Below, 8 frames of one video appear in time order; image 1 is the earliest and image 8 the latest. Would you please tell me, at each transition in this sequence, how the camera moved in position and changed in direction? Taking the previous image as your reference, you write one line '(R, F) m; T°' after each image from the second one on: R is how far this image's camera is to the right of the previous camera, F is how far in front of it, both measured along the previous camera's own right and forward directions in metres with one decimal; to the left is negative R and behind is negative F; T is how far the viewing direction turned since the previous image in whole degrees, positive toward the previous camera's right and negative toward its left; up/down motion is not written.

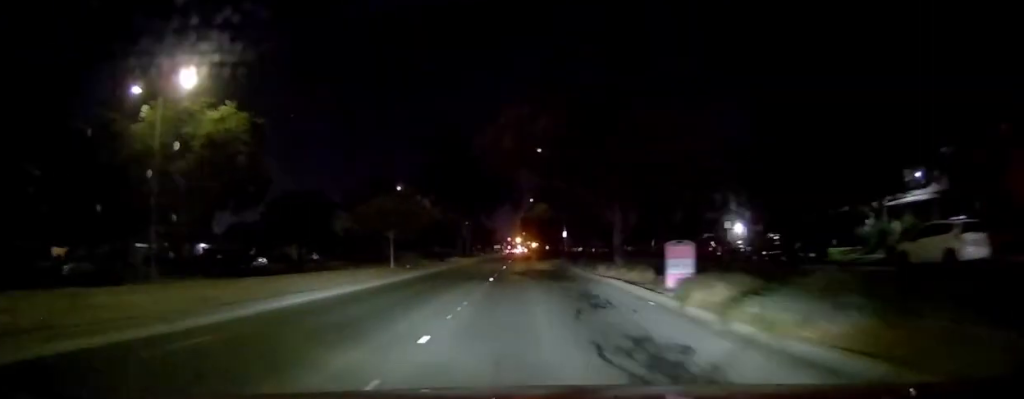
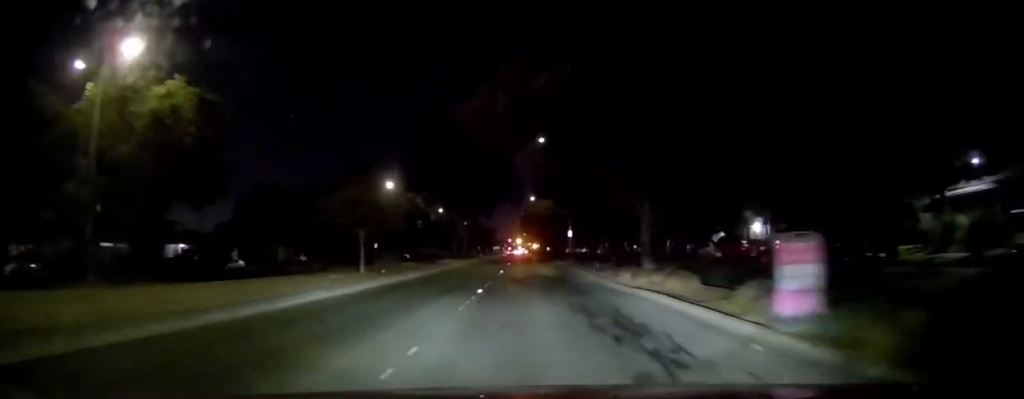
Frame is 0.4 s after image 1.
(+0.1, +5.9) m; -1°
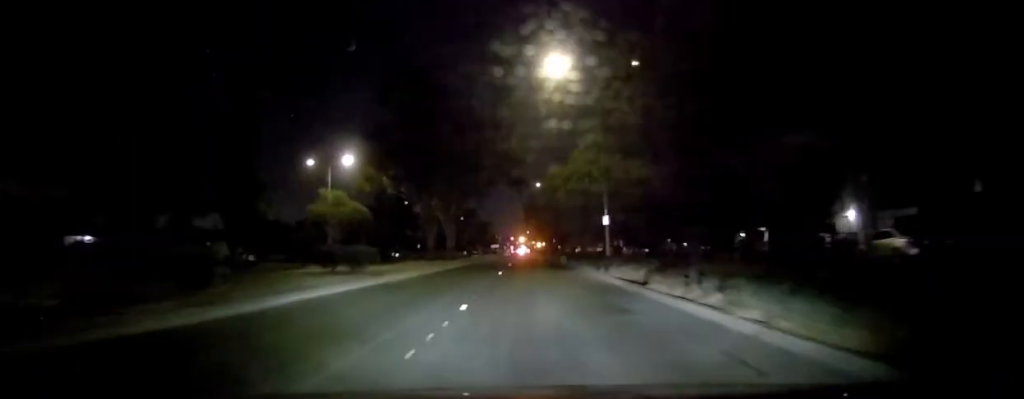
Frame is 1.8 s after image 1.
(-0.6, +20.9) m; -1°
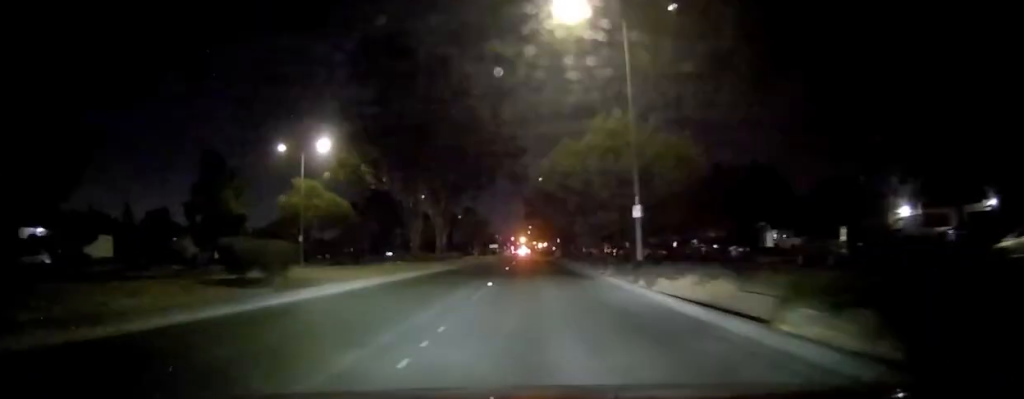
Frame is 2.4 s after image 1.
(+0.2, +8.2) m; +1°
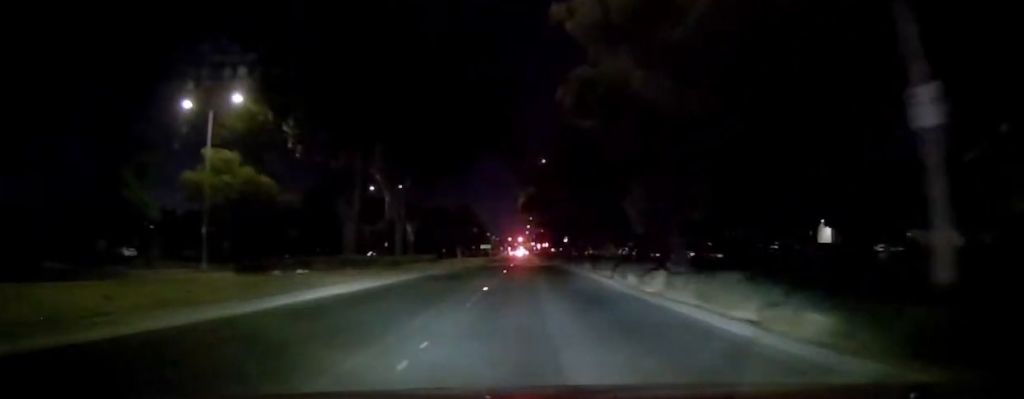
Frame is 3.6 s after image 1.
(+0.3, +17.8) m; +1°
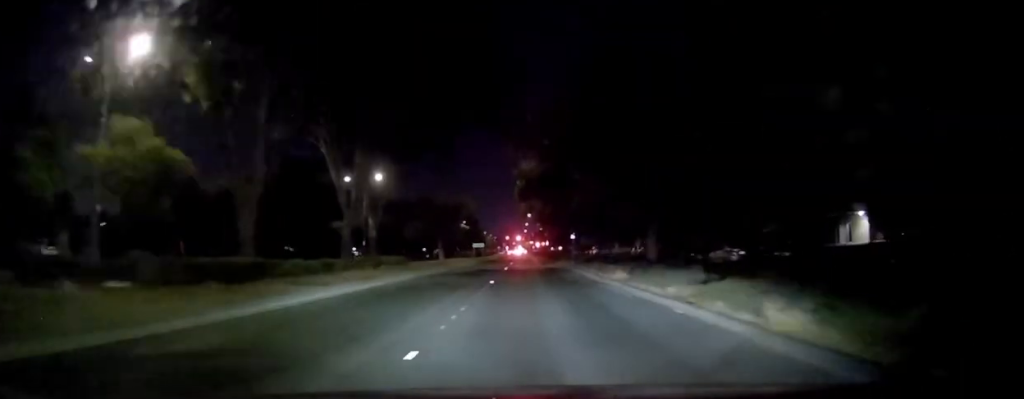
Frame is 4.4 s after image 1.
(-0.1, +11.2) m; 0°
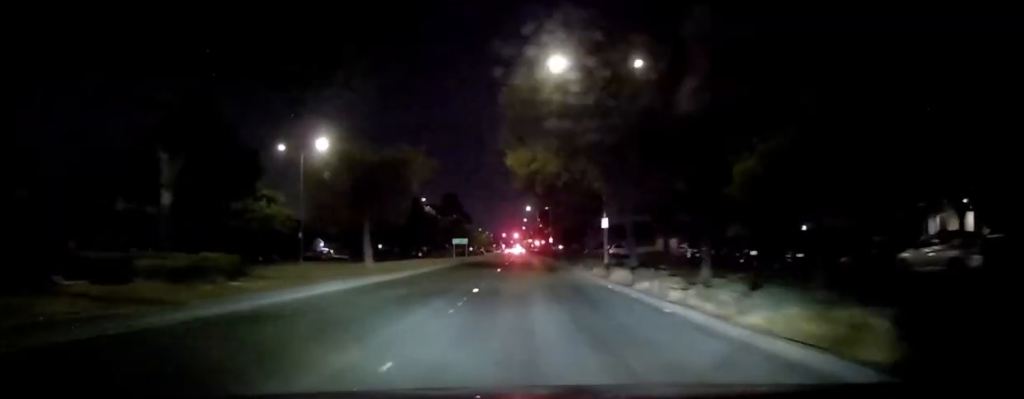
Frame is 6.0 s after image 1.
(0.0, +21.4) m; 0°
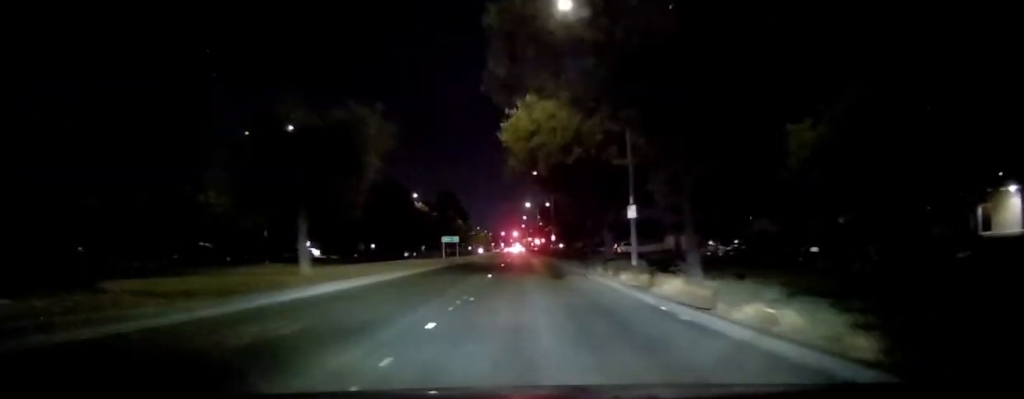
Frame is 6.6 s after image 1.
(0.0, +7.6) m; 0°
